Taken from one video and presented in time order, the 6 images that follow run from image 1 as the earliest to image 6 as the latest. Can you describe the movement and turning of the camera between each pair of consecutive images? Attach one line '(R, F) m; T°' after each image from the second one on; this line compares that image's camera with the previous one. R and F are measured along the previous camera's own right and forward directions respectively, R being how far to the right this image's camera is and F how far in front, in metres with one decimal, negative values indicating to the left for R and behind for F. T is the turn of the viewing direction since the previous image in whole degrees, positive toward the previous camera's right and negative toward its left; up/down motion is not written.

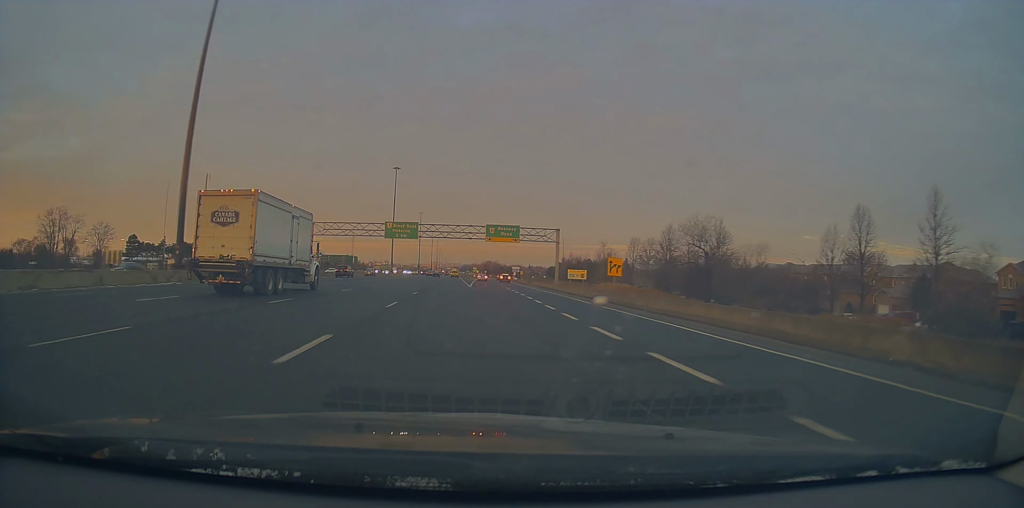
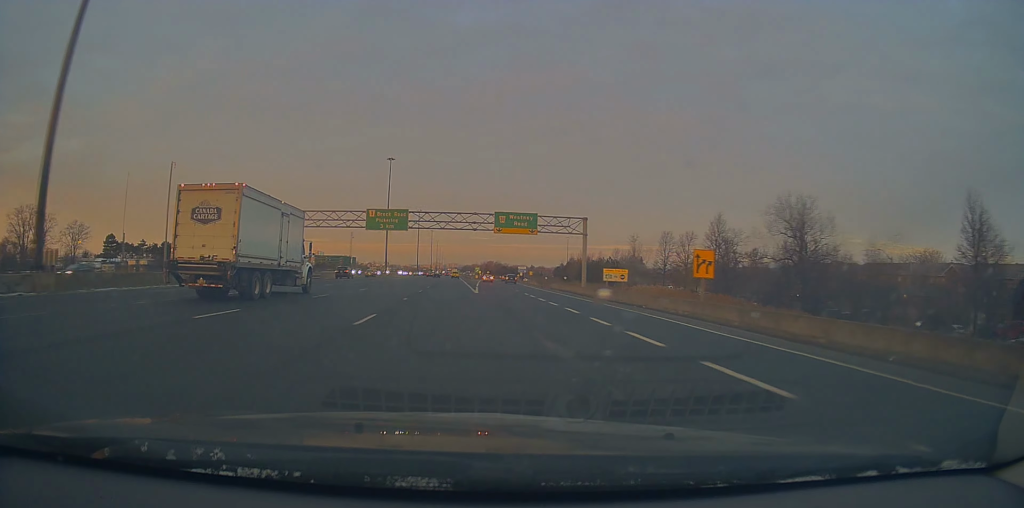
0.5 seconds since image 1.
(+0.2, +17.3) m; 0°
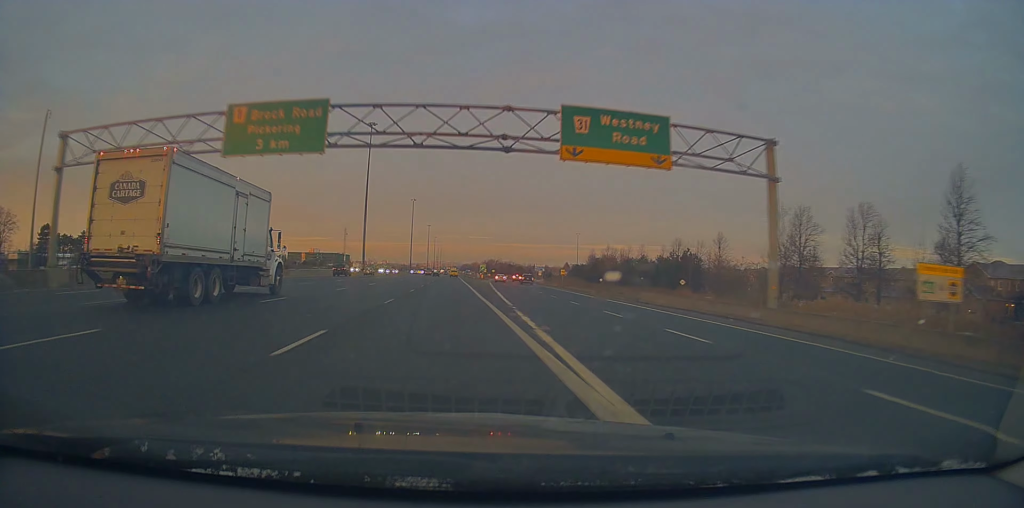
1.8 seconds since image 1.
(-0.4, +40.2) m; 0°
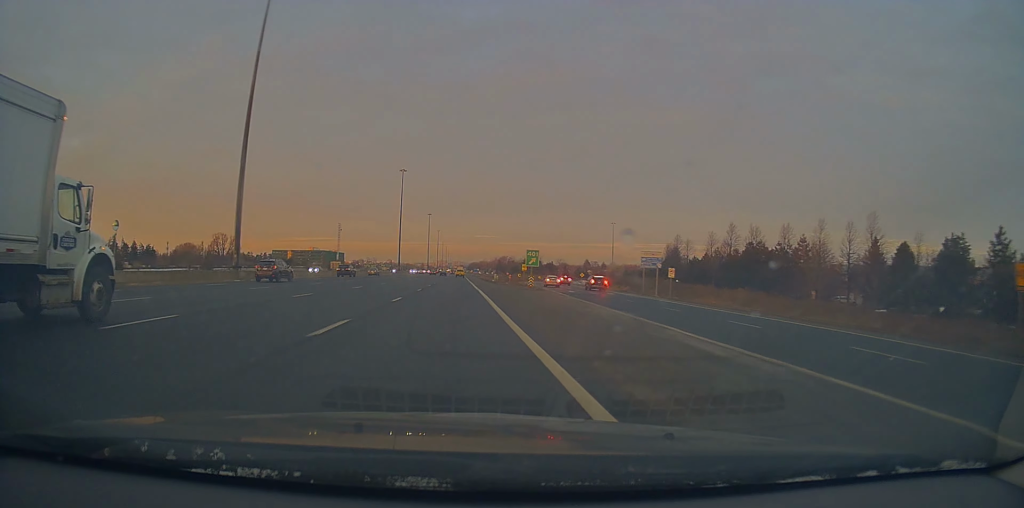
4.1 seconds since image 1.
(-0.7, +79.5) m; -1°
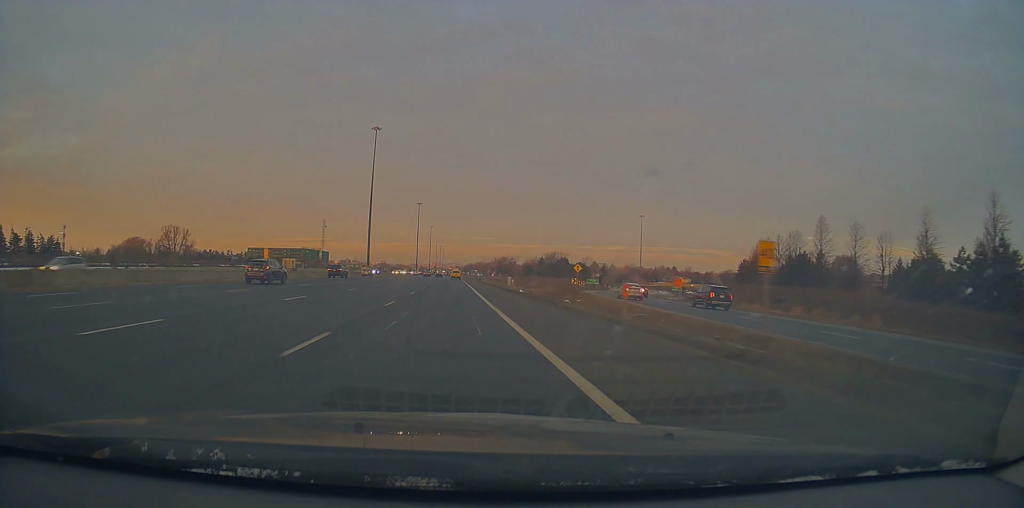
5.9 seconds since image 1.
(0.0, +60.2) m; 0°
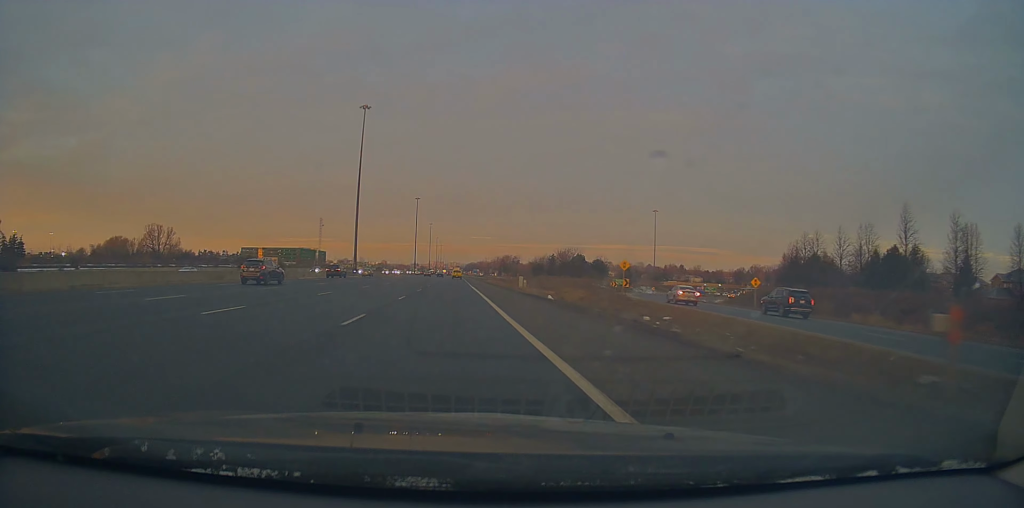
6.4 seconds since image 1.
(+0.3, +18.8) m; 0°
